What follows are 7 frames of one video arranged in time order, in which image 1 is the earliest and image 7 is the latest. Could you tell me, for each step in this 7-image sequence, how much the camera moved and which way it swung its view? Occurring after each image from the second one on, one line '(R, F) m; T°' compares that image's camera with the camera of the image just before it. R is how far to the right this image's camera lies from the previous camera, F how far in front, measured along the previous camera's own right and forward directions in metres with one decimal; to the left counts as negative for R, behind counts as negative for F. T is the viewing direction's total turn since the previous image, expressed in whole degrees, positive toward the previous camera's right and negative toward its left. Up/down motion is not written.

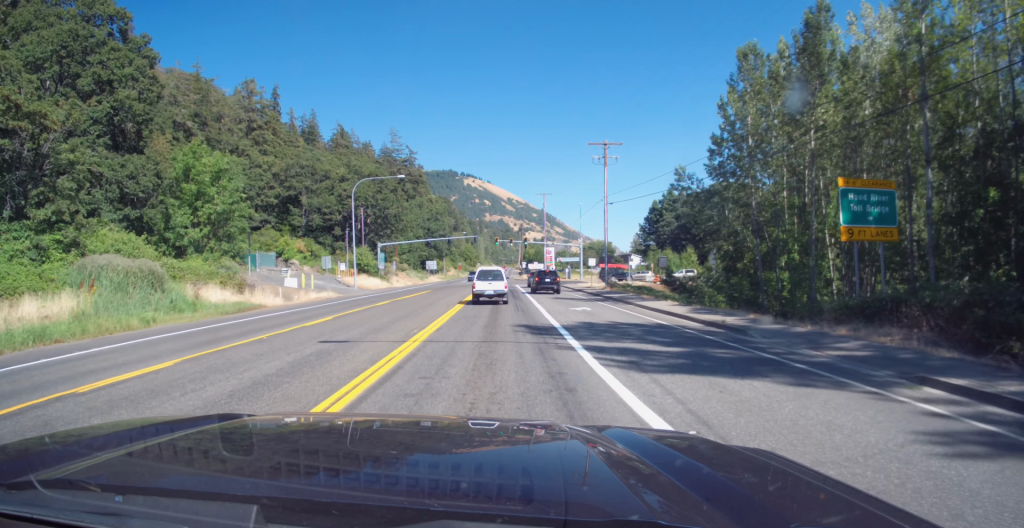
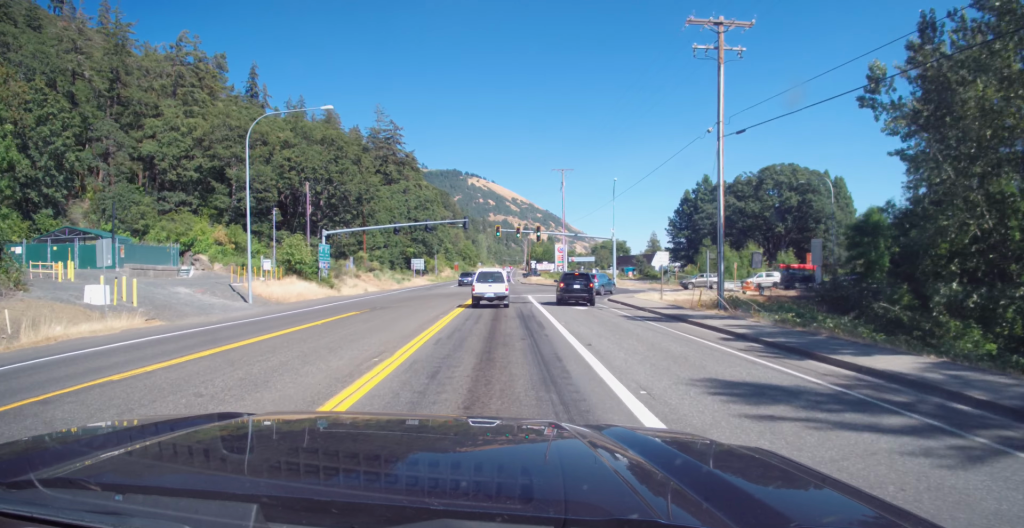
(+0.4, +29.4) m; 0°
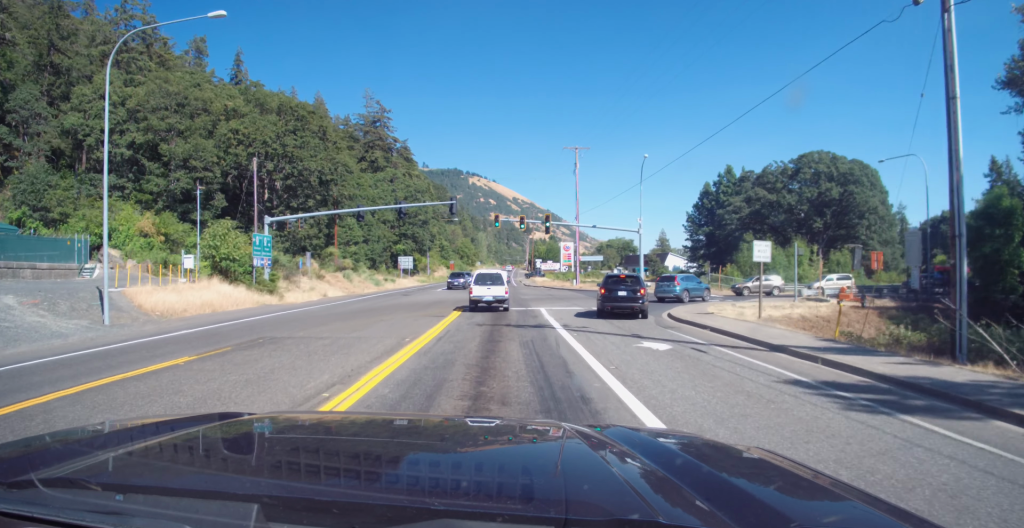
(-0.1, +15.1) m; -1°
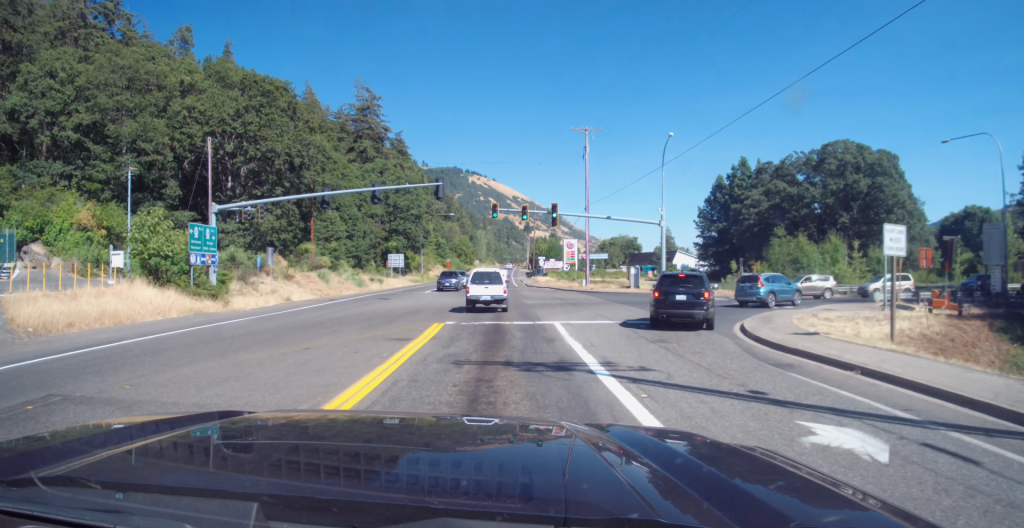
(-0.1, +9.3) m; 0°
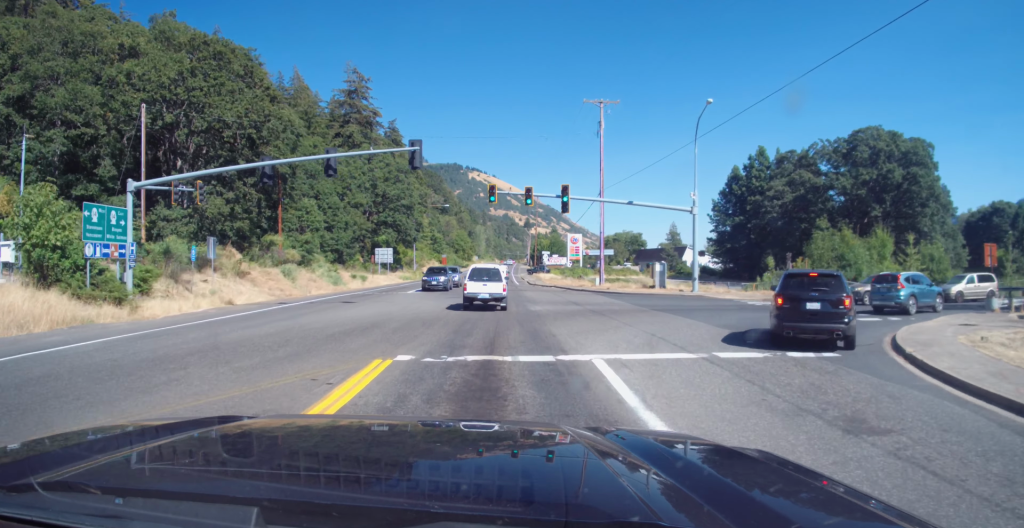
(0.0, +9.5) m; 0°
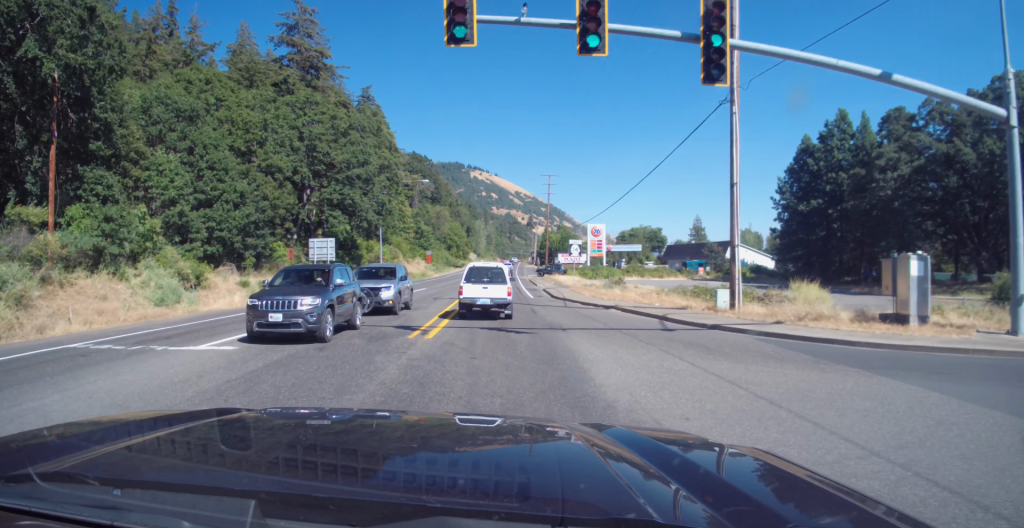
(+0.3, +30.9) m; 0°
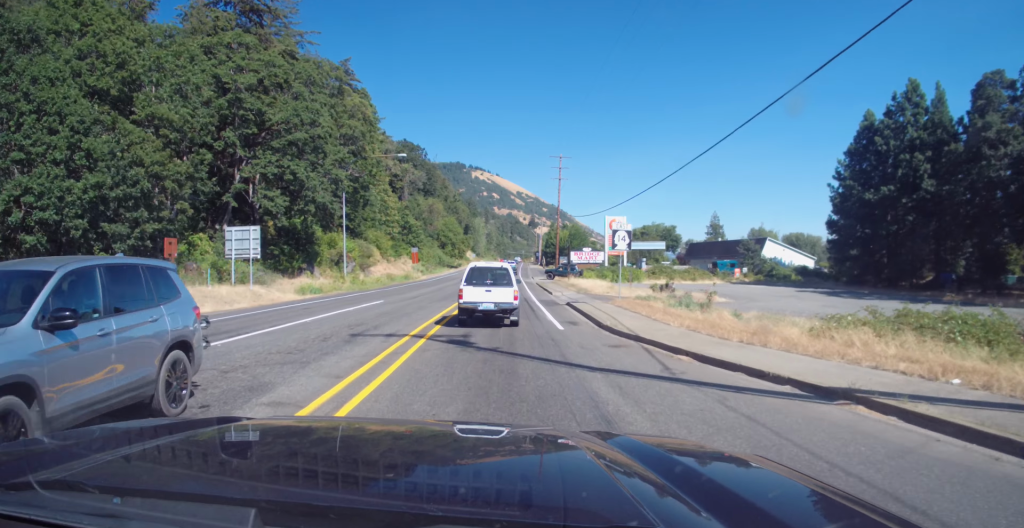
(-0.4, +18.2) m; -1°
